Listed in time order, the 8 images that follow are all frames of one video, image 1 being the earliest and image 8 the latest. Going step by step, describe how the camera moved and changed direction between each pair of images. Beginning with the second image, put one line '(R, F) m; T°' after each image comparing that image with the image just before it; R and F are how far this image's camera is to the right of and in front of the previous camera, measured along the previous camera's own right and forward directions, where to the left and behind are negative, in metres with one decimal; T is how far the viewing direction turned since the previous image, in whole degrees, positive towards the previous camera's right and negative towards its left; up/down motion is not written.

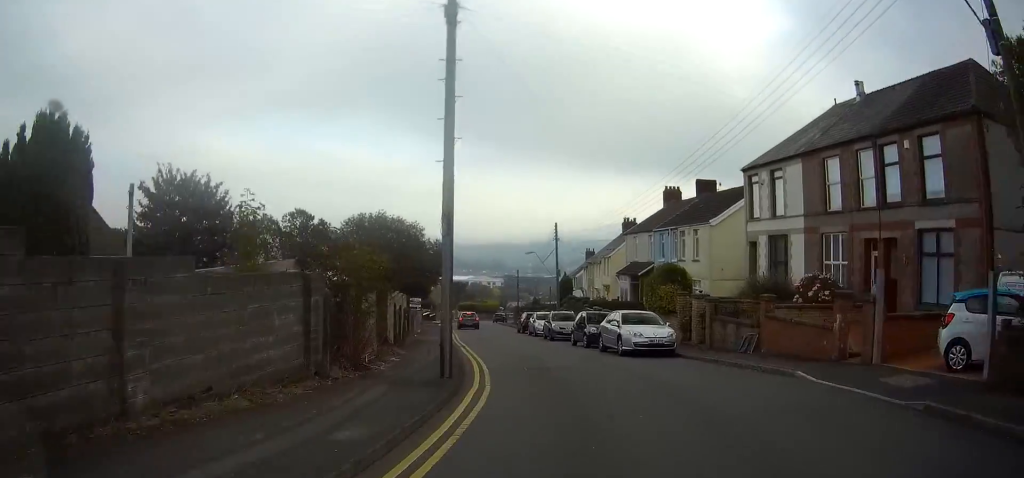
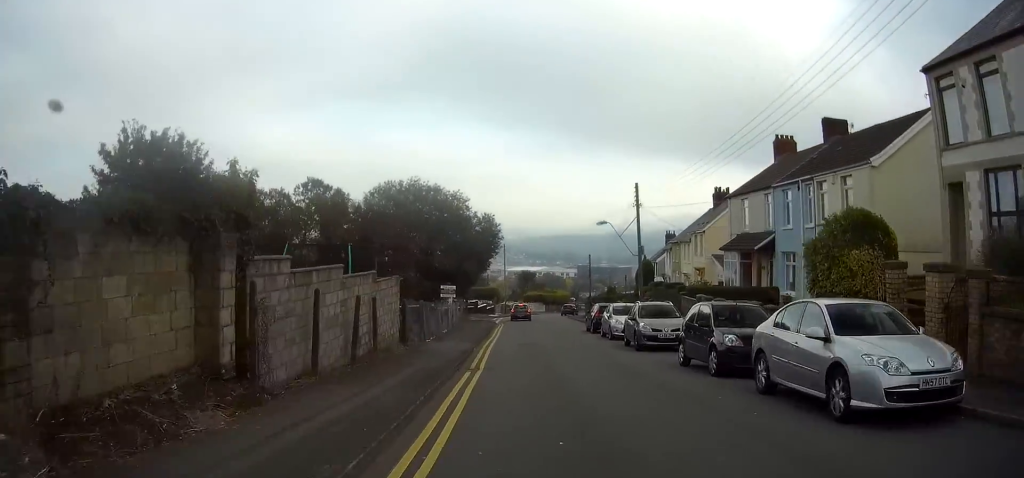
(-0.6, +13.8) m; -5°
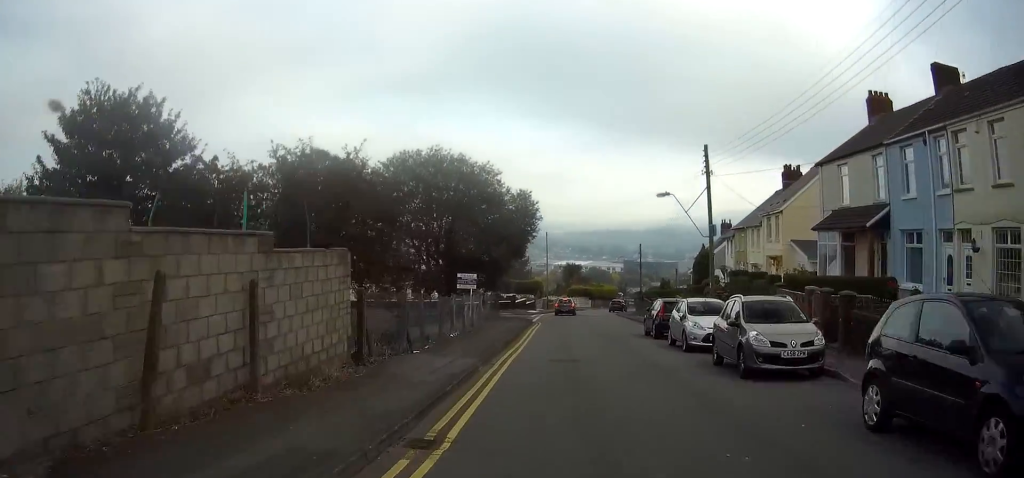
(-0.2, +8.5) m; -2°
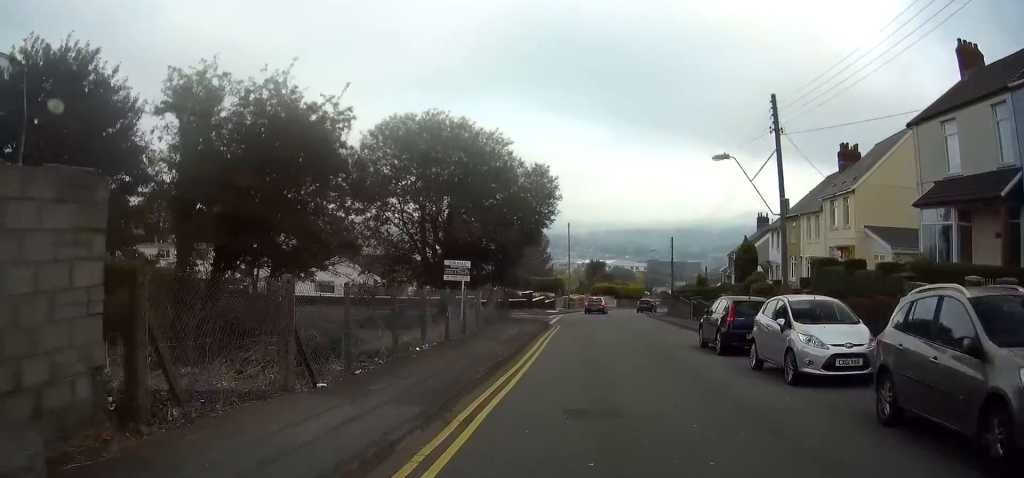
(-0.1, +7.8) m; -2°
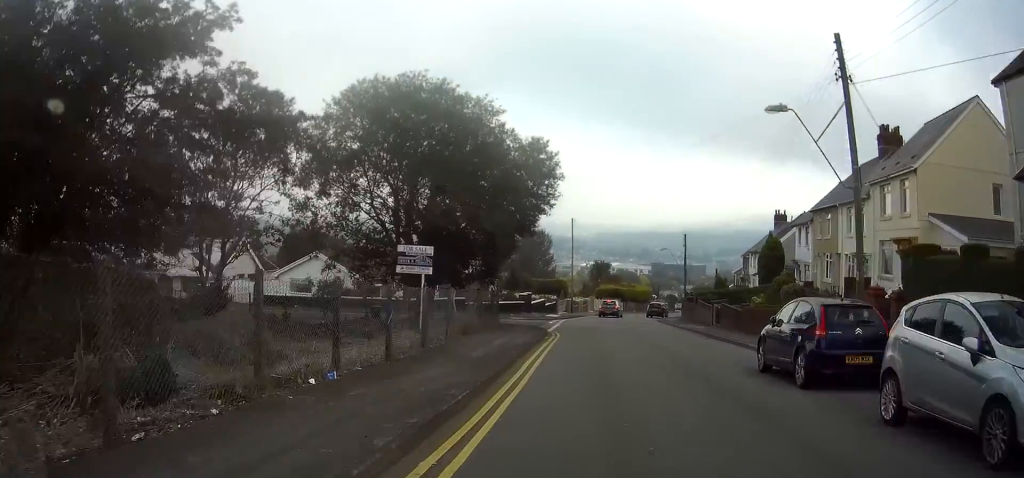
(-0.1, +6.3) m; -1°
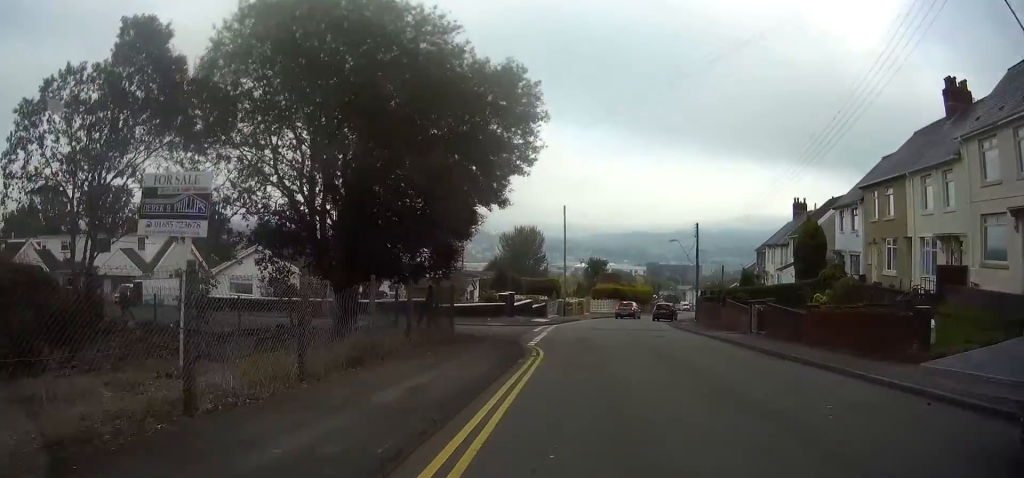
(-0.2, +9.8) m; -2°
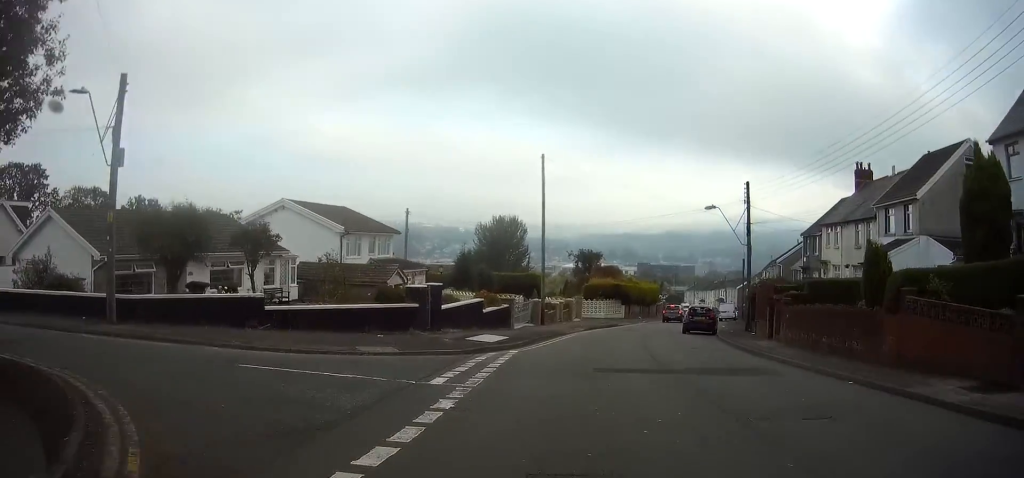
(+0.2, +20.0) m; +2°
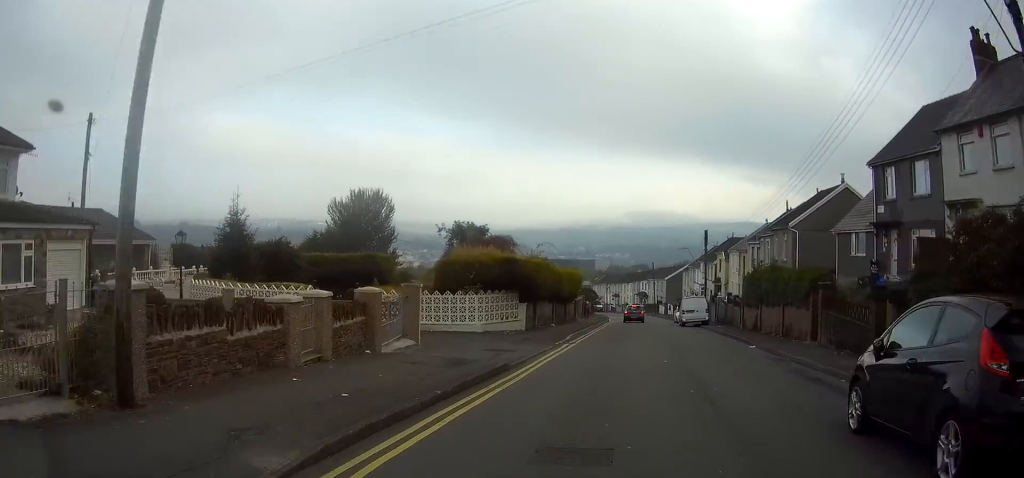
(+1.0, +29.3) m; +6°
